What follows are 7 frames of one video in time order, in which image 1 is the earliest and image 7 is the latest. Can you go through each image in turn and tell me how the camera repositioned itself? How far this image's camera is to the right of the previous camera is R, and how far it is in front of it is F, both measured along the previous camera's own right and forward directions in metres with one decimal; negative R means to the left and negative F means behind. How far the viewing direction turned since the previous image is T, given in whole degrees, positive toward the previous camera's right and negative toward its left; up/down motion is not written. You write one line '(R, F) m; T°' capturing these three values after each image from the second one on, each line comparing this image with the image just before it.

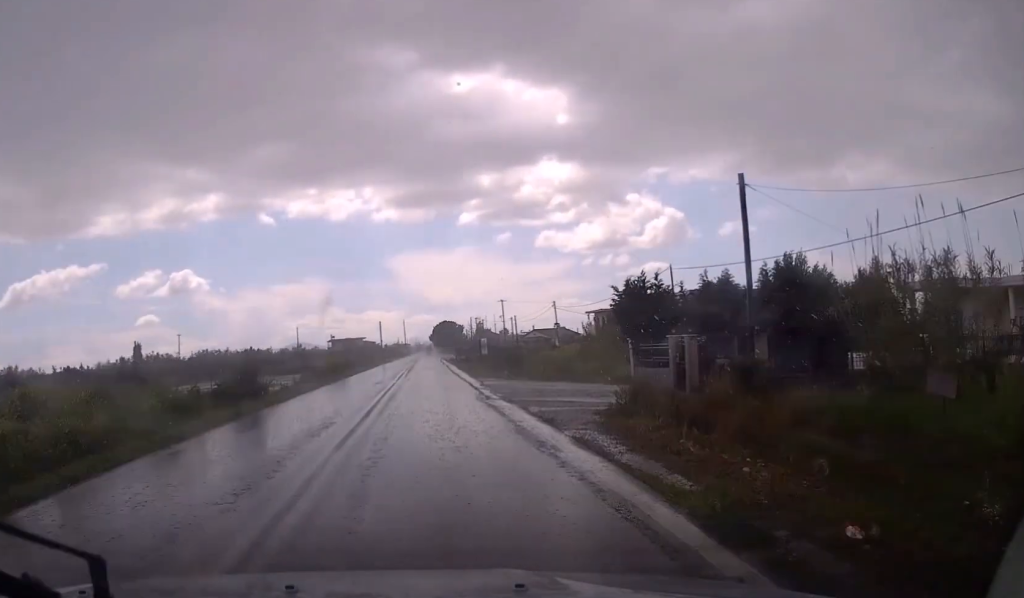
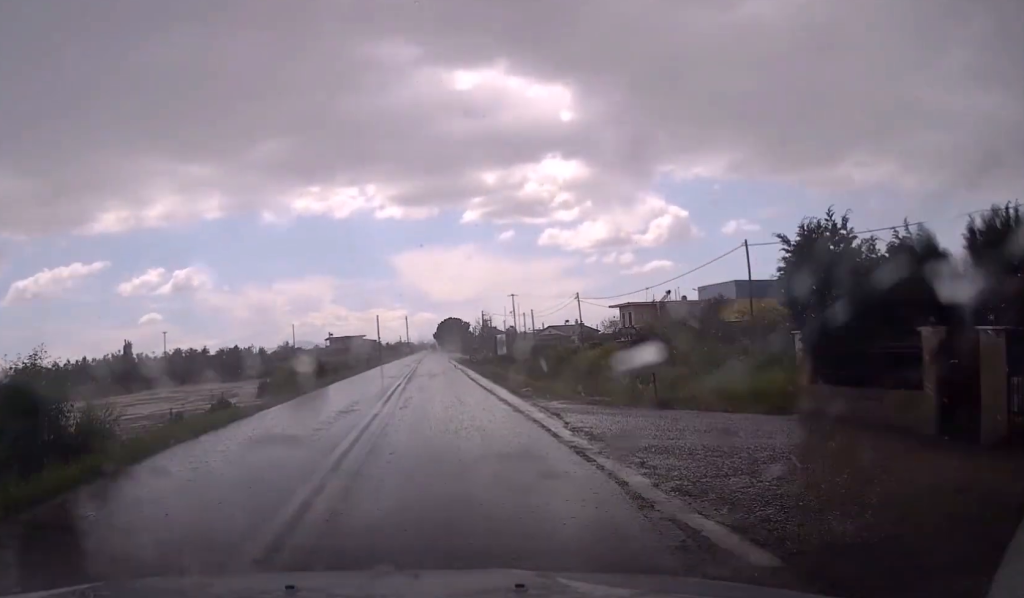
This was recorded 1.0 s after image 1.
(-0.2, +15.0) m; -1°
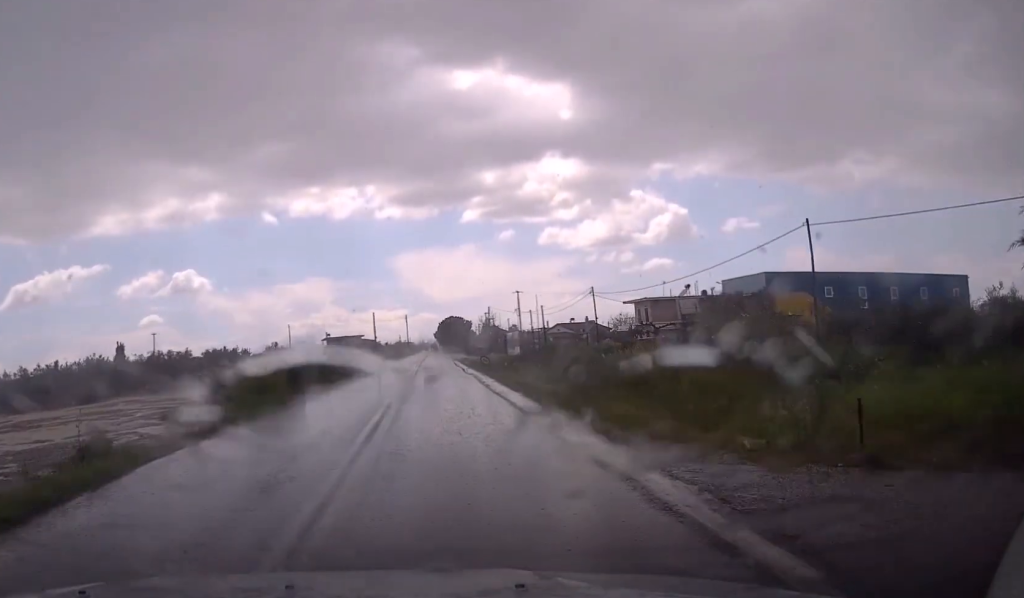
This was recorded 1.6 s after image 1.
(0.0, +8.7) m; 0°
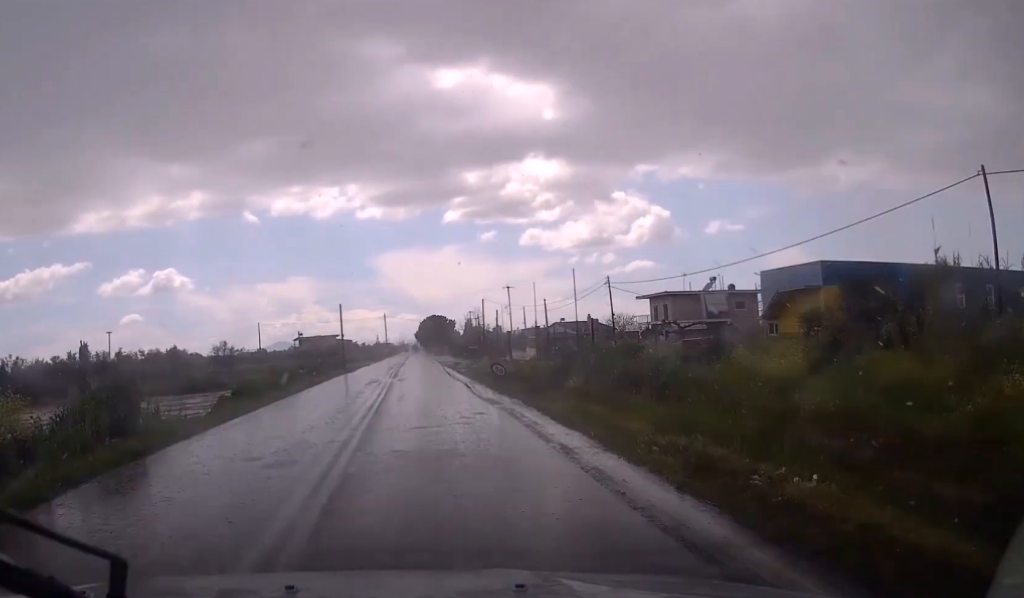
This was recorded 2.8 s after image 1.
(0.0, +16.9) m; 0°
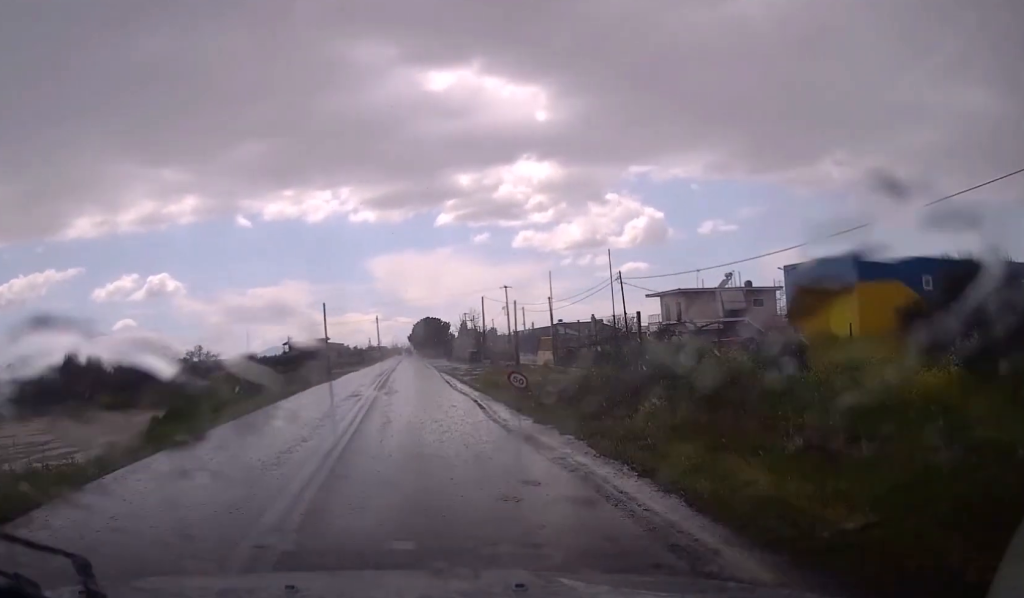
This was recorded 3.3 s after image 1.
(+0.1, +7.3) m; 0°
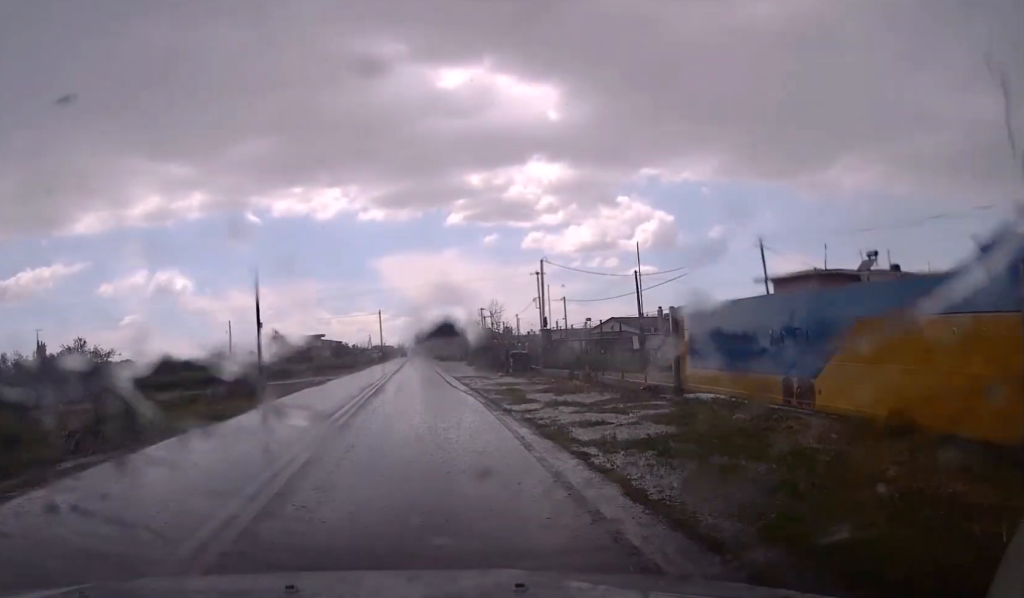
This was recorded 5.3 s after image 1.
(+0.3, +28.7) m; +1°
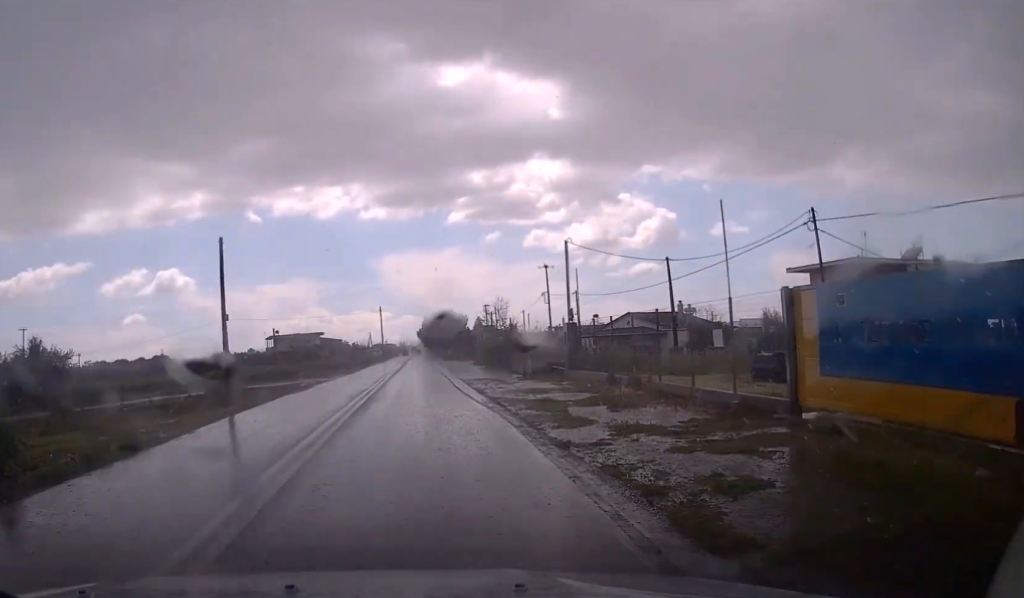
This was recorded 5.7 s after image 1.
(0.0, +6.1) m; 0°
